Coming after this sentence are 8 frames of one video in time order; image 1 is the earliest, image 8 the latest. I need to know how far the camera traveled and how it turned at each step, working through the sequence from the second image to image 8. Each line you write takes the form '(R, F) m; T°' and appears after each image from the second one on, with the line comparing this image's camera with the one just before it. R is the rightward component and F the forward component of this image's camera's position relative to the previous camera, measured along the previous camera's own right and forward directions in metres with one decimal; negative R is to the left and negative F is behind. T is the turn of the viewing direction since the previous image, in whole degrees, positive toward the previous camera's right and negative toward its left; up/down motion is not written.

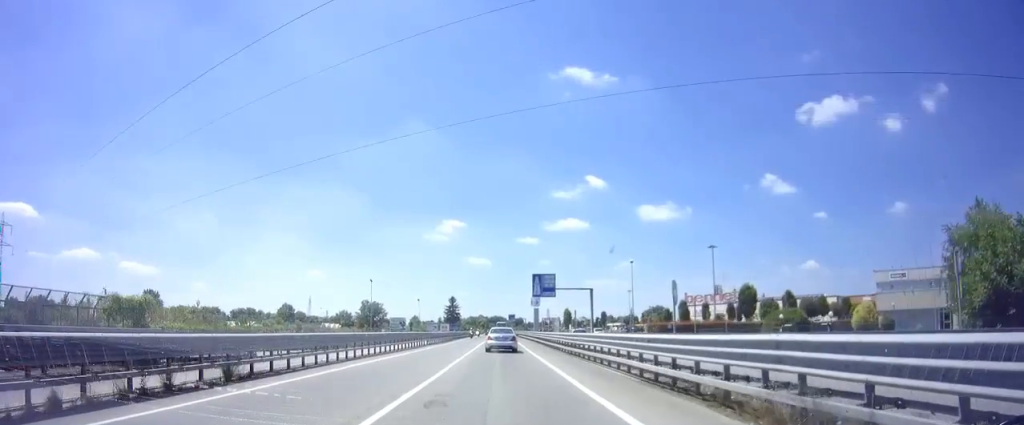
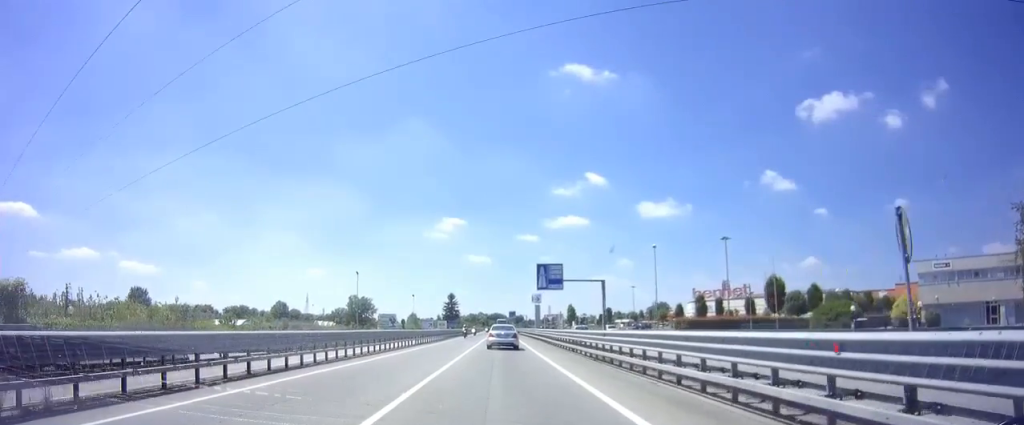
(-0.1, +7.6) m; -1°
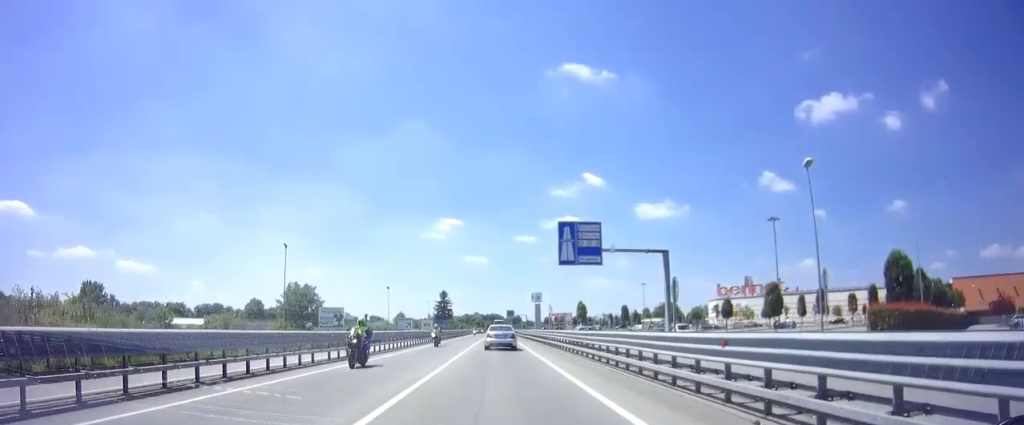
(+0.2, +23.5) m; +2°
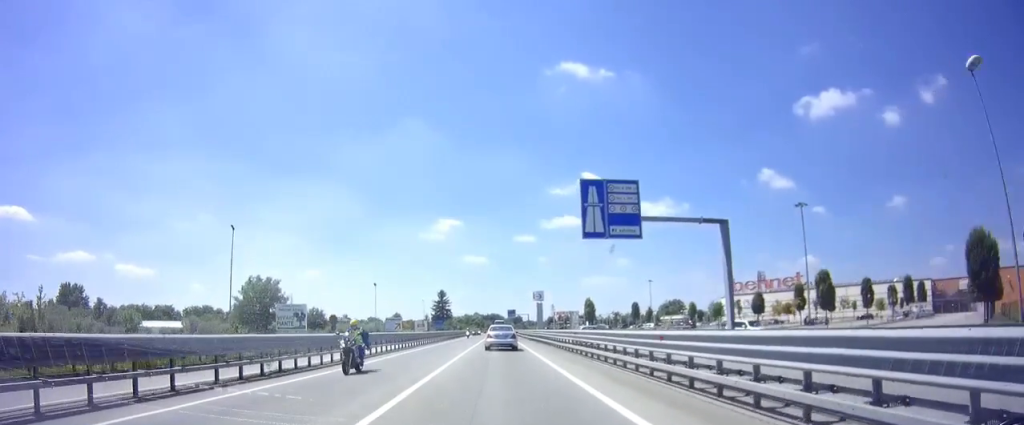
(+0.3, +10.0) m; 0°
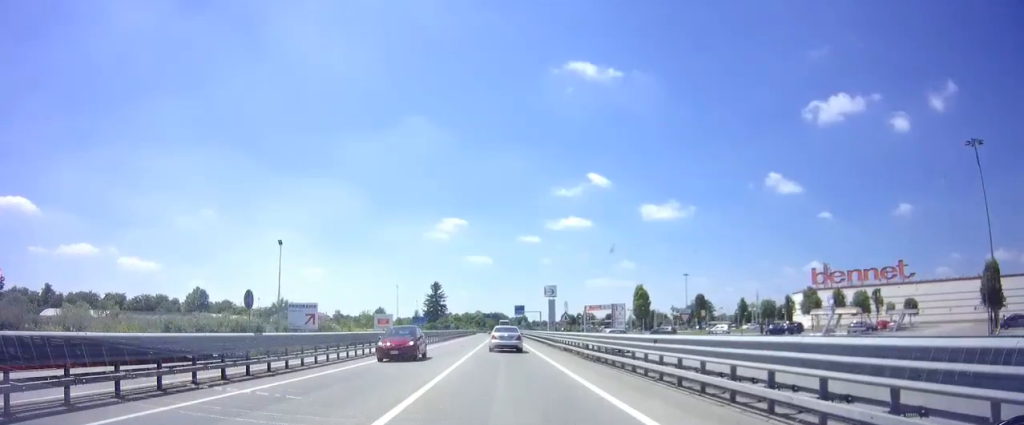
(0.0, +39.1) m; 0°
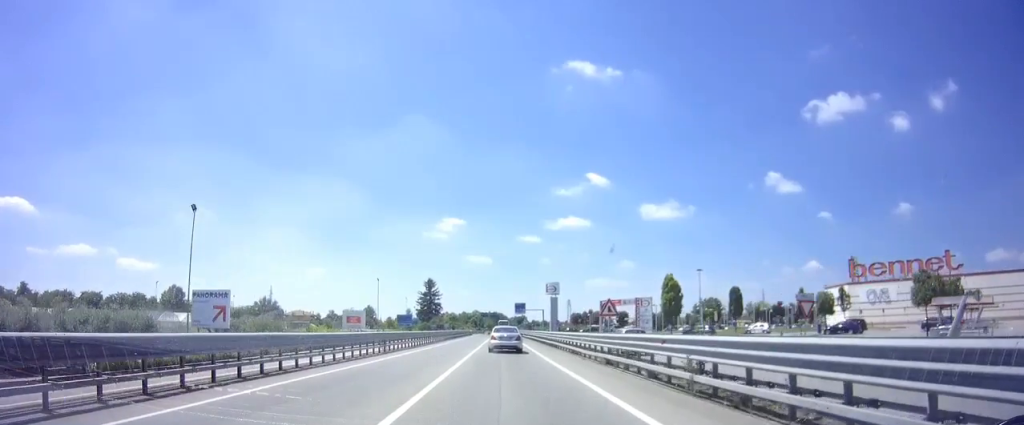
(-0.3, +14.5) m; 0°
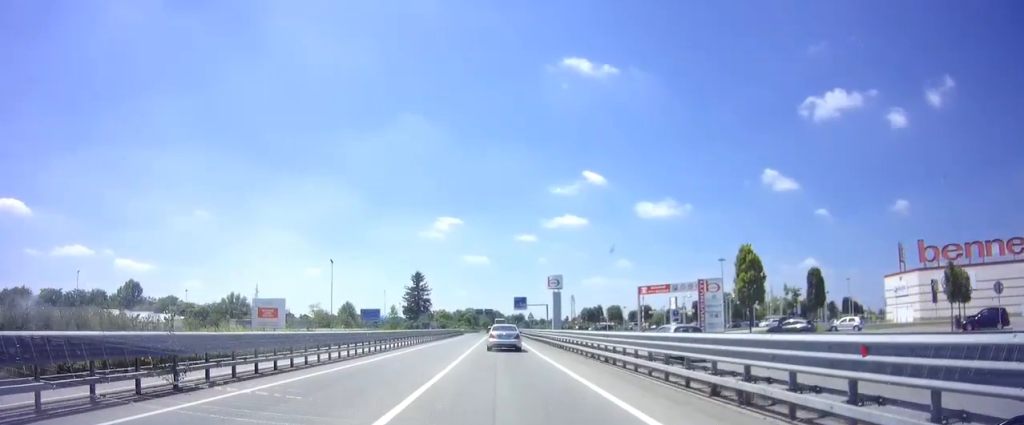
(+0.3, +20.3) m; 0°
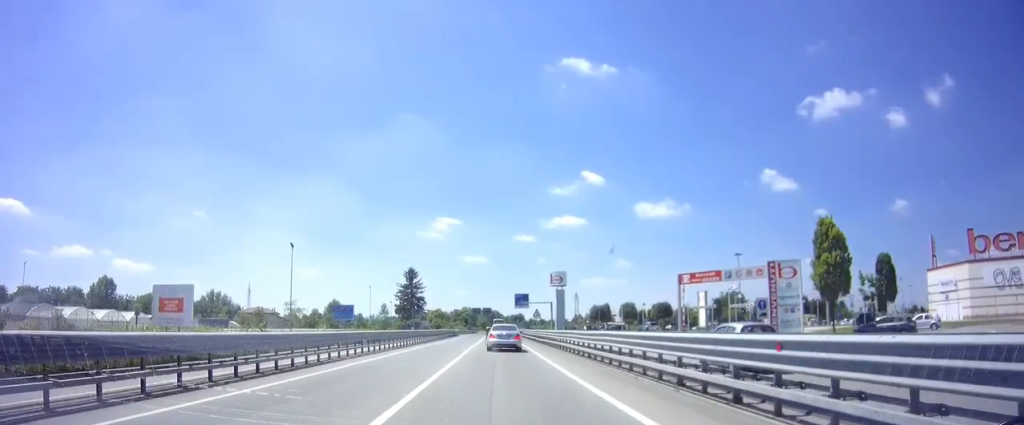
(-0.3, +11.6) m; 0°
